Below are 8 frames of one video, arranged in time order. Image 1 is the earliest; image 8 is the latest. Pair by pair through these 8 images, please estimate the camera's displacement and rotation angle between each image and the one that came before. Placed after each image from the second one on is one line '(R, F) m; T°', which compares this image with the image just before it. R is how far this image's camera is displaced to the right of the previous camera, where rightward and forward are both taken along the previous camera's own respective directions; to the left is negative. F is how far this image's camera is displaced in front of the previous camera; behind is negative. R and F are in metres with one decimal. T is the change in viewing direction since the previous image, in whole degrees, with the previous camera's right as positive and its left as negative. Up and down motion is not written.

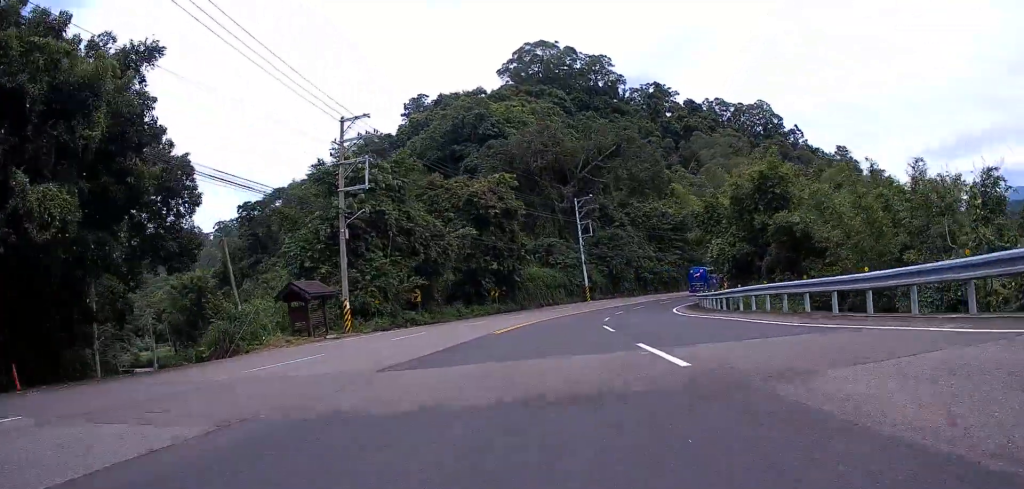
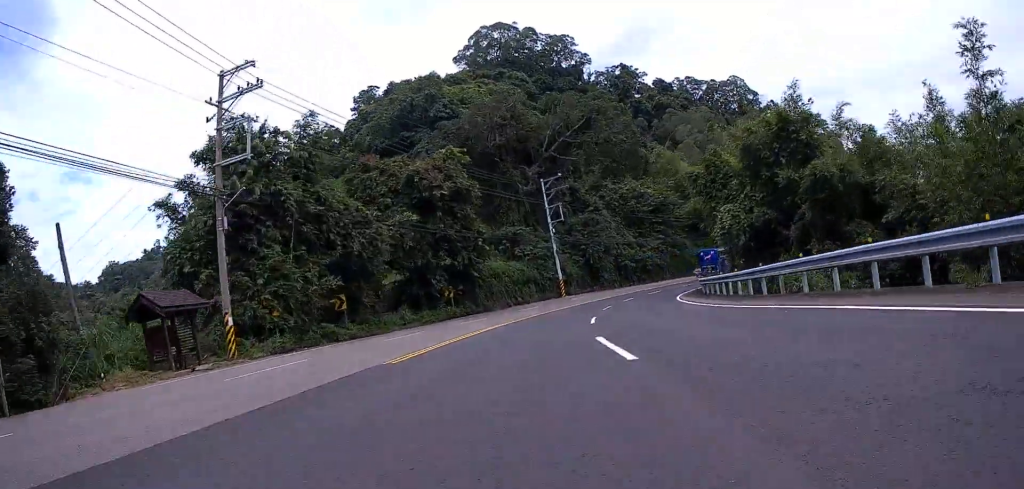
(-0.2, +9.3) m; +3°
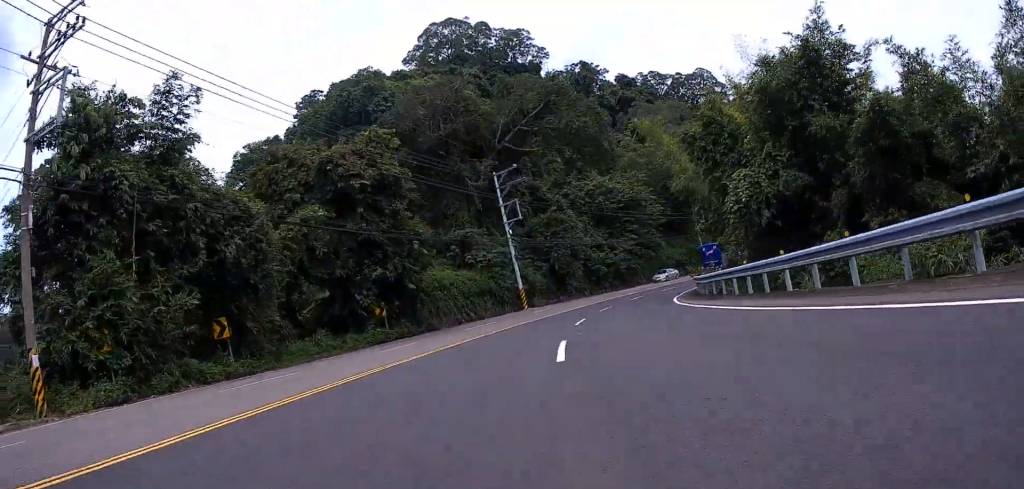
(+0.2, +8.6) m; +3°
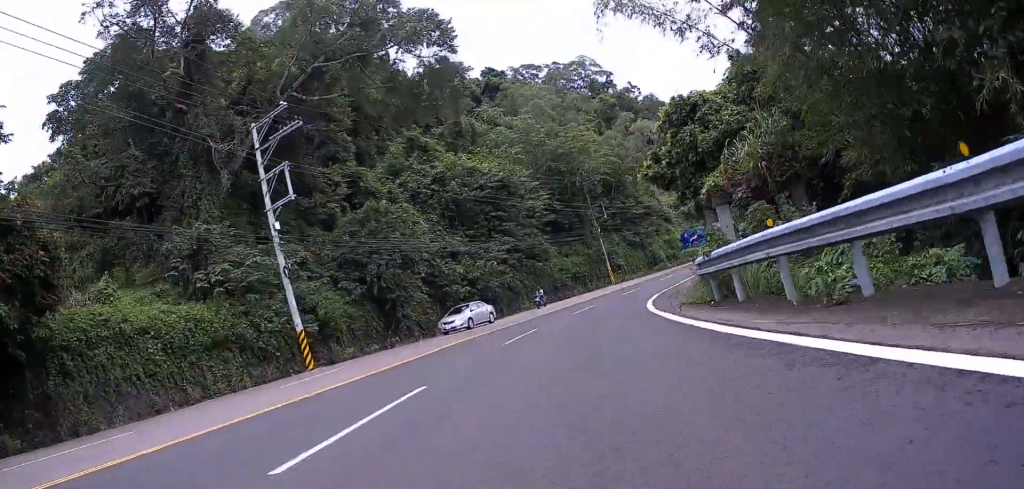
(+2.0, +24.1) m; +13°
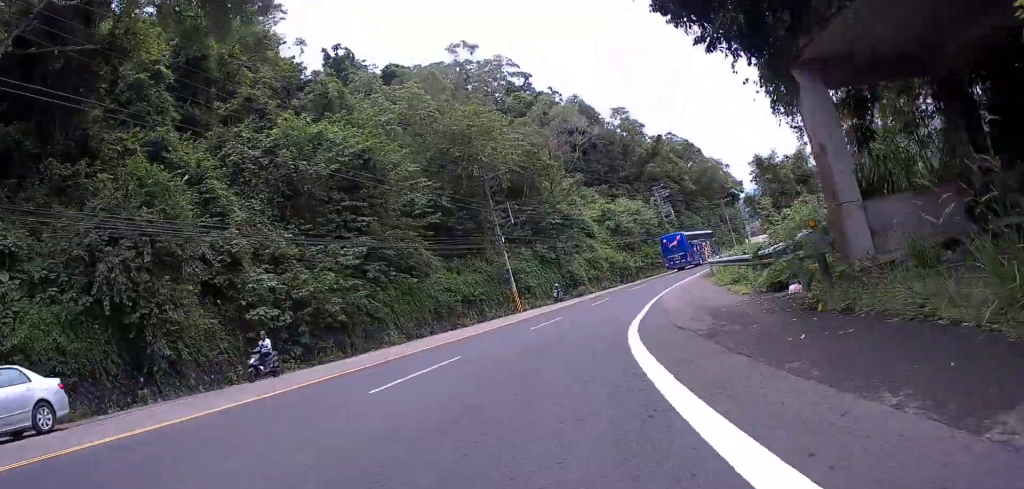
(+2.0, +15.6) m; +13°
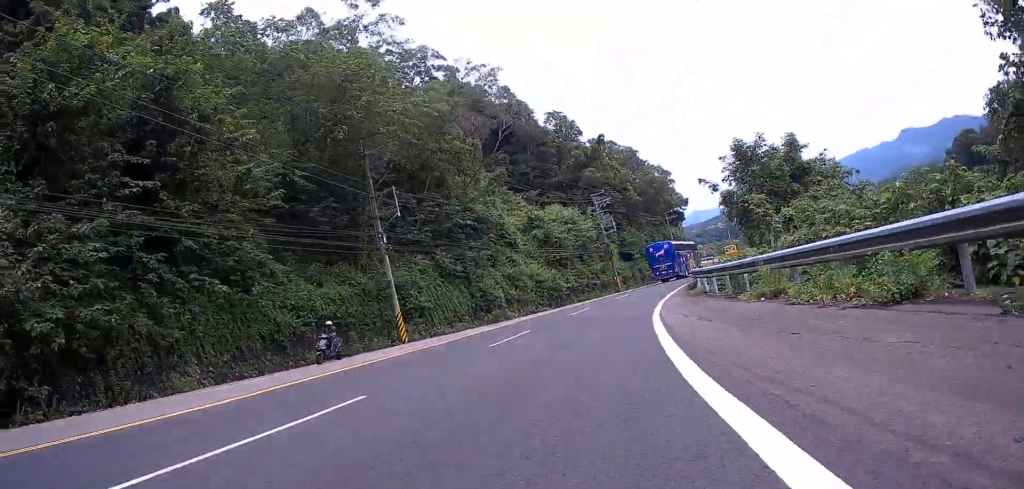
(+1.6, +14.7) m; +7°
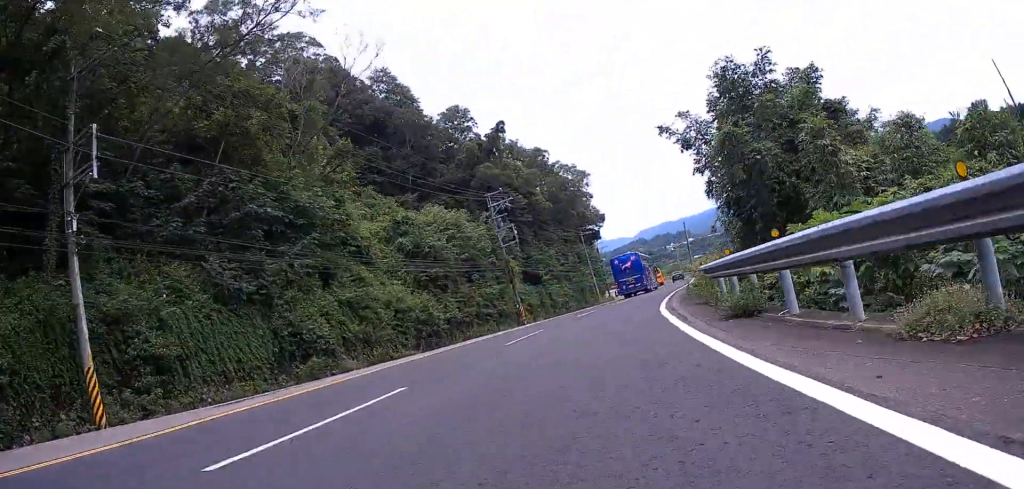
(+0.1, +18.8) m; +4°
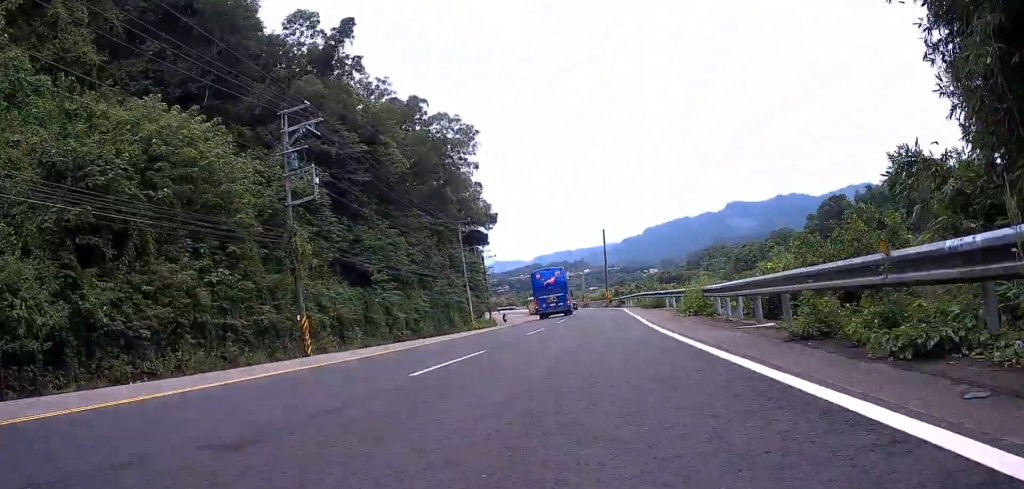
(+2.6, +25.4) m; +10°
